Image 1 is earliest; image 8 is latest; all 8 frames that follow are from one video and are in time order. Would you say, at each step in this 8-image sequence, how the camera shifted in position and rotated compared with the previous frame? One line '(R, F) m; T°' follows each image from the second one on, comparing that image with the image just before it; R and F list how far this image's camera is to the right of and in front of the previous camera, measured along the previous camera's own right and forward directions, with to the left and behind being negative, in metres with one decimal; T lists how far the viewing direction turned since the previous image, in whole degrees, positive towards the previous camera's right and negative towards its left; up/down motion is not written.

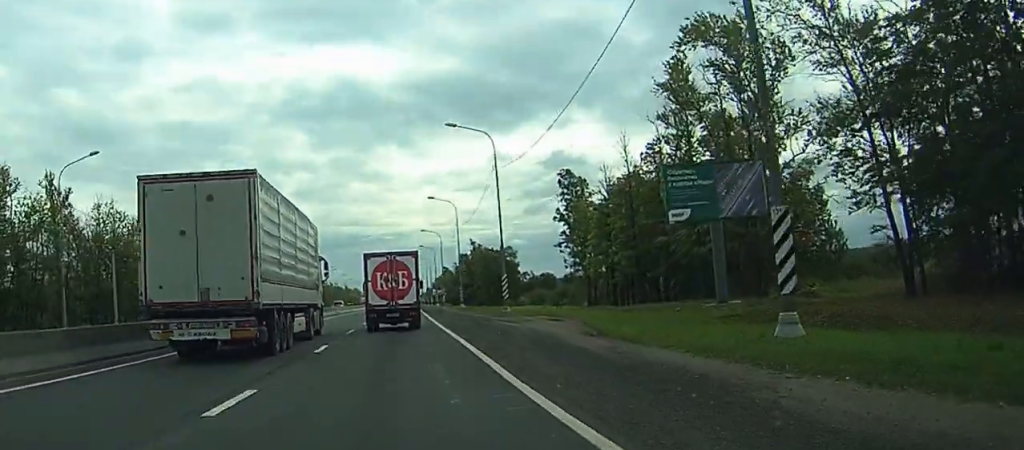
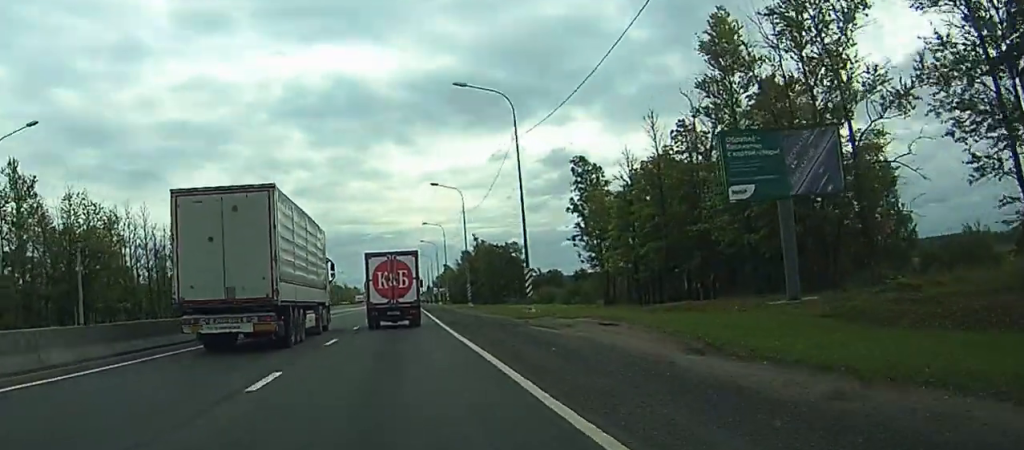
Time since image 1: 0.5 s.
(0.0, +9.5) m; 0°
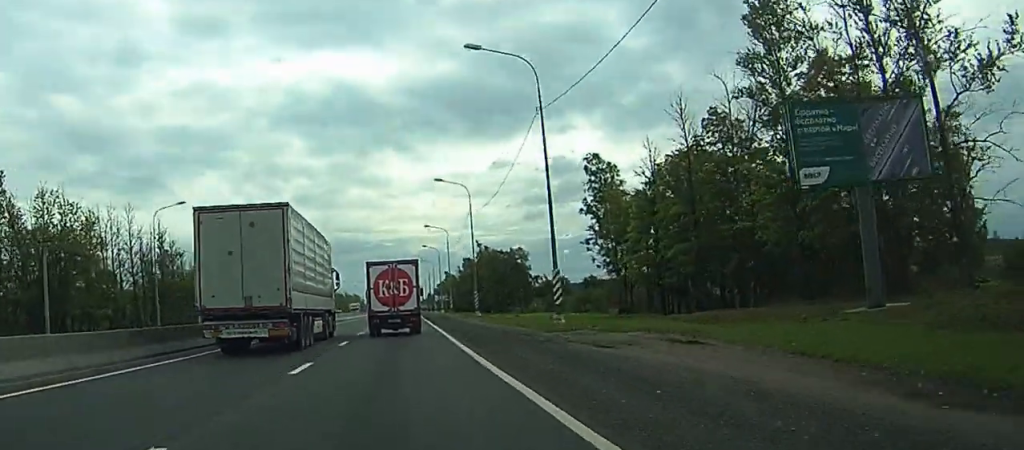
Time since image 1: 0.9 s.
(0.0, +7.6) m; 0°
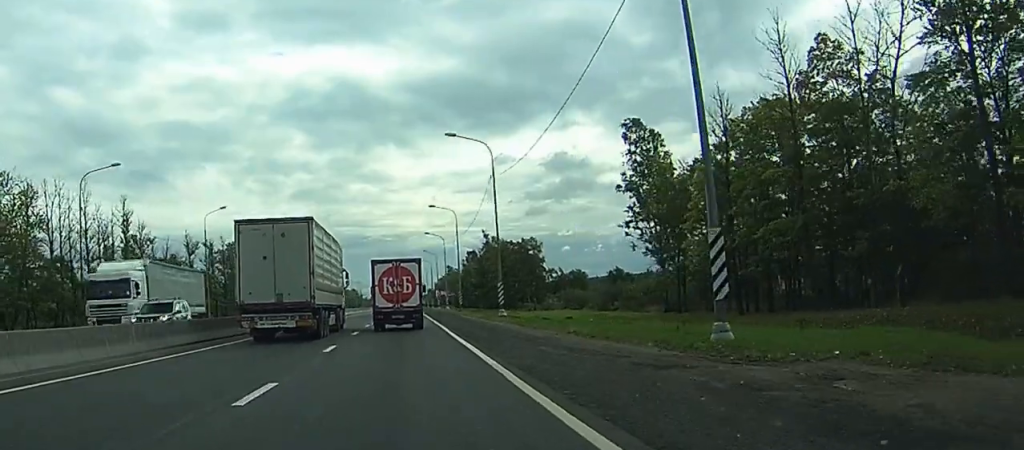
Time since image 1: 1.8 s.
(0.0, +17.8) m; 0°
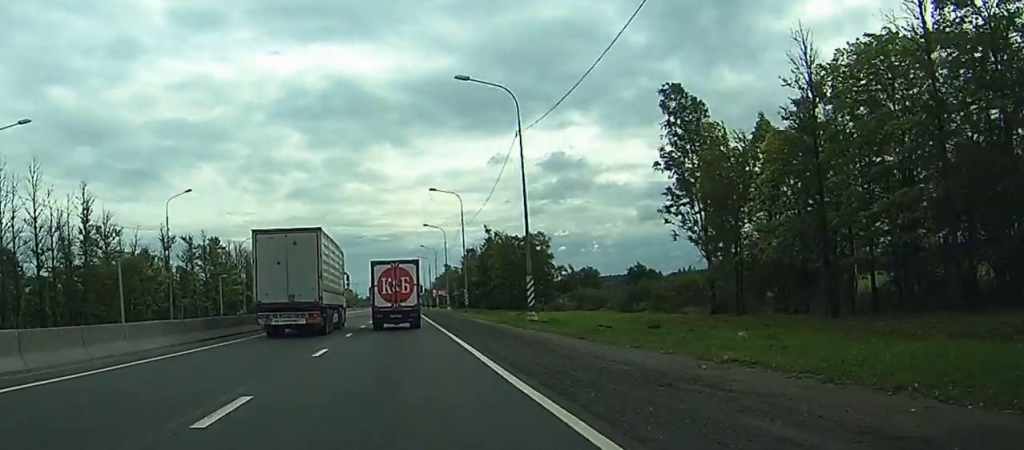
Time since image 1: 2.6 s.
(0.0, +13.9) m; 0°
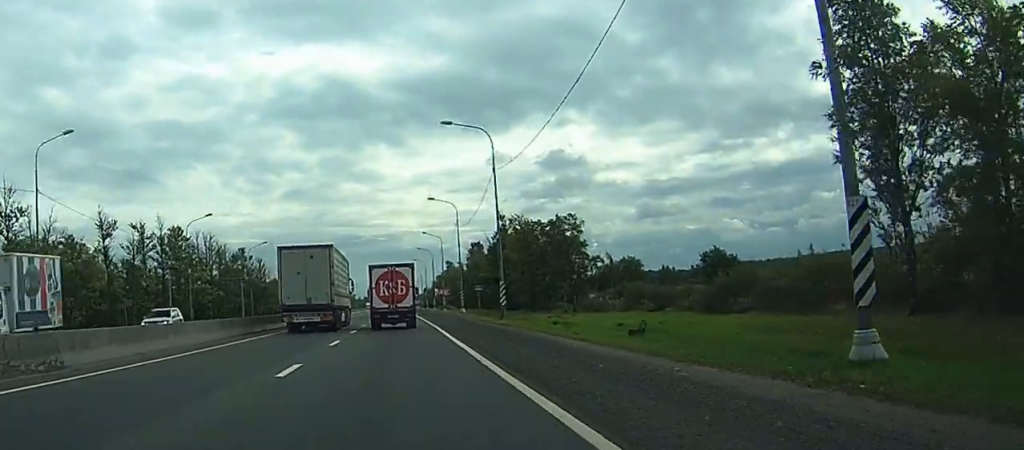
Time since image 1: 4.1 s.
(-0.1, +28.9) m; 0°
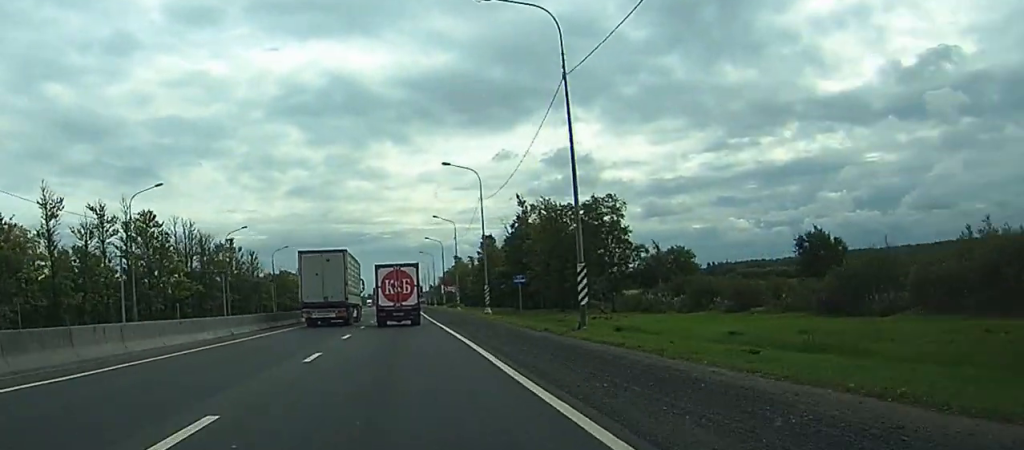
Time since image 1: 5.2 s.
(0.0, +20.2) m; +1°
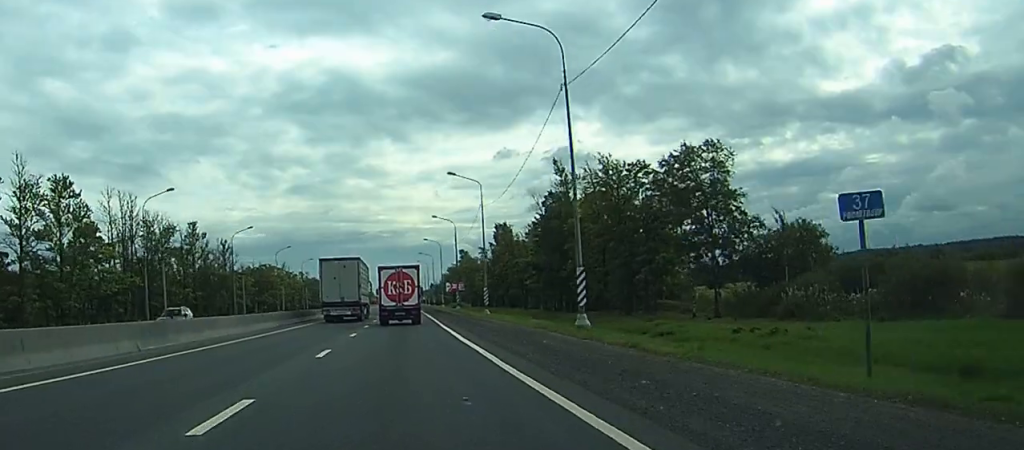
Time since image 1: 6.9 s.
(+0.2, +34.2) m; +1°
